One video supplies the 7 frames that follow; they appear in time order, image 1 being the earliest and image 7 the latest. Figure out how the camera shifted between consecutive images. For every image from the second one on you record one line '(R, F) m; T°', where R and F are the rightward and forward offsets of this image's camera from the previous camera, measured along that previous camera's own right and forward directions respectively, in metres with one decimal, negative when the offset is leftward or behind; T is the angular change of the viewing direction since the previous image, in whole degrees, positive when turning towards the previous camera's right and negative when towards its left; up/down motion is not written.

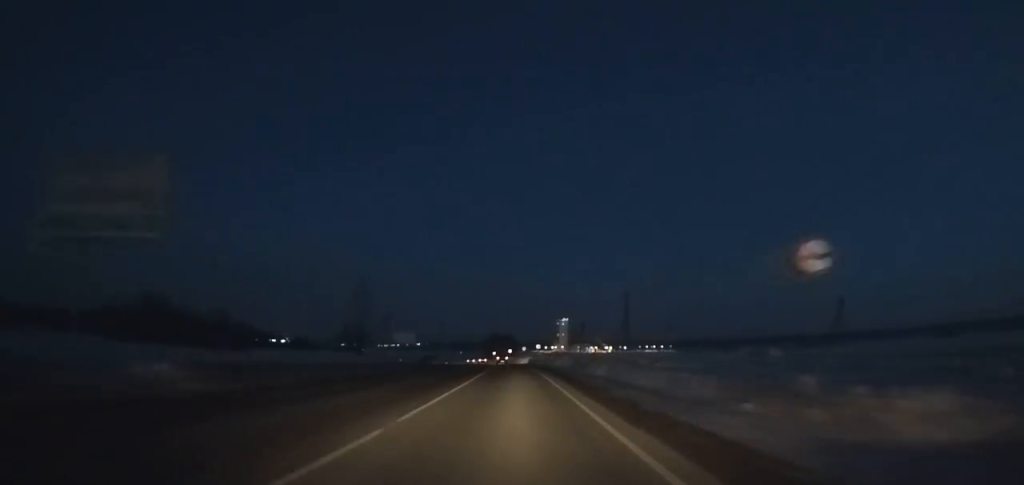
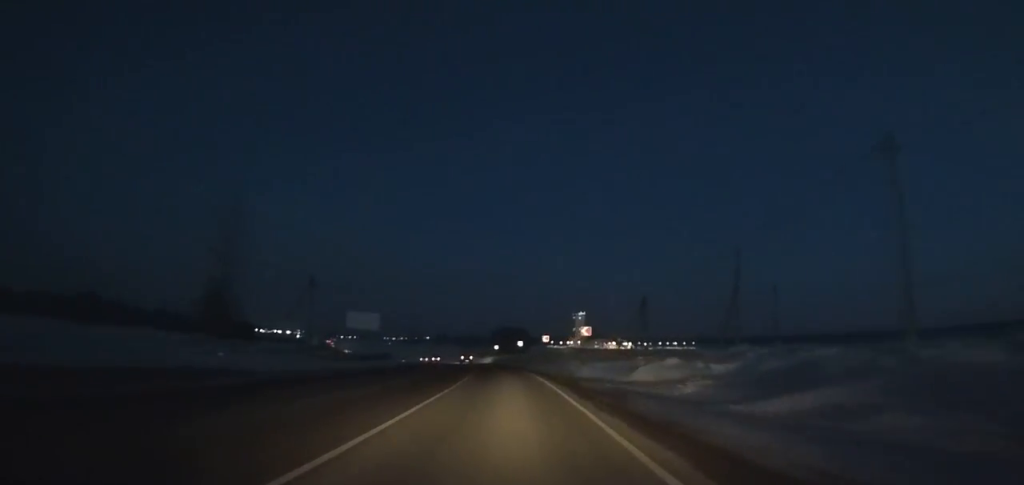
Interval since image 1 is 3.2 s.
(-0.7, +54.6) m; -4°
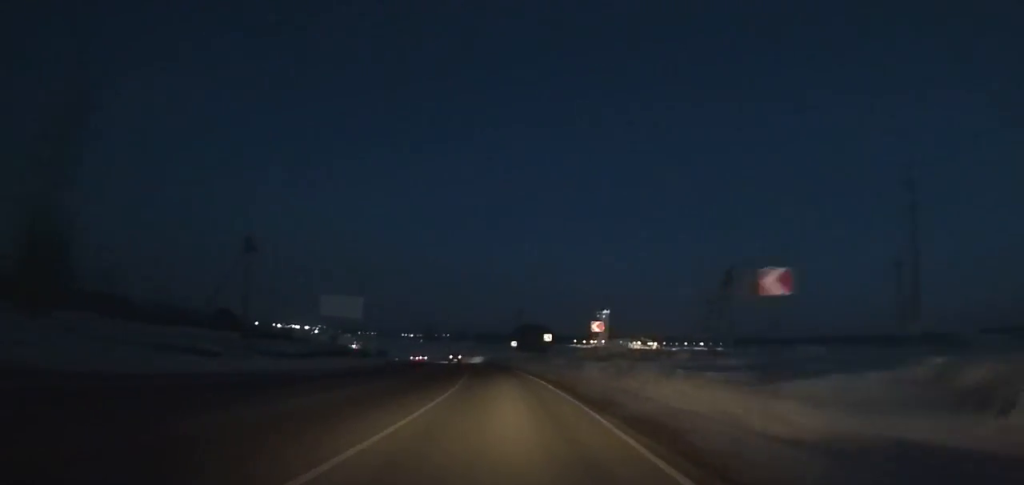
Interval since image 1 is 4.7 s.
(-0.4, +25.6) m; -3°
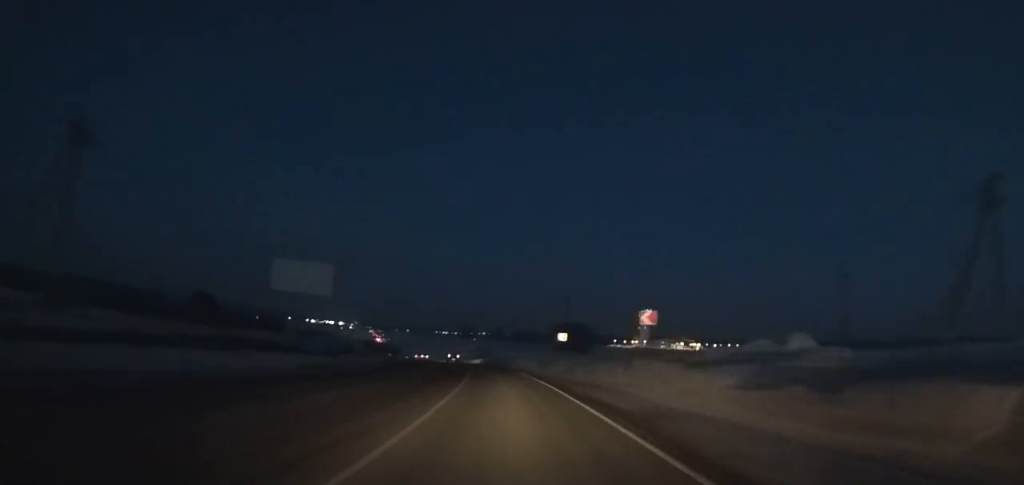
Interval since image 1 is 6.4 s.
(-0.8, +29.2) m; -4°
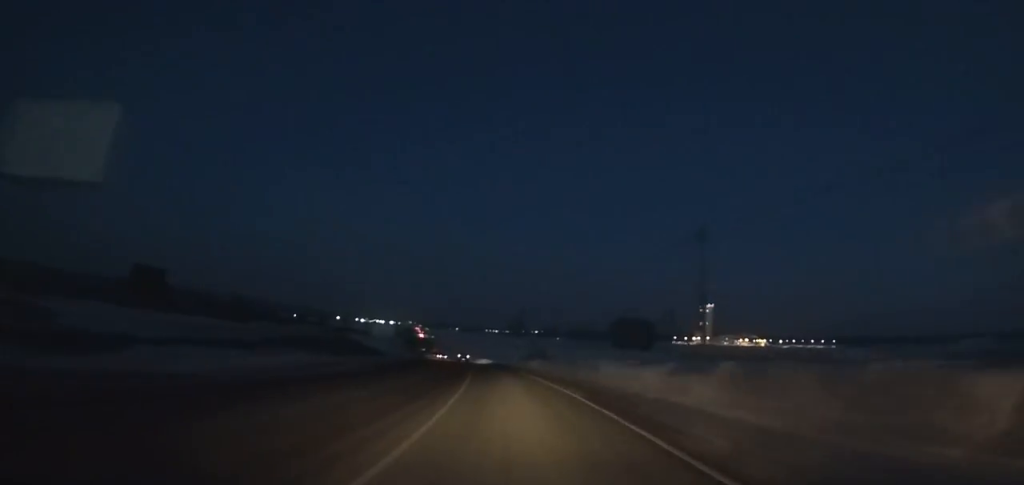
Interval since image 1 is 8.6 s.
(-2.0, +38.5) m; -5°
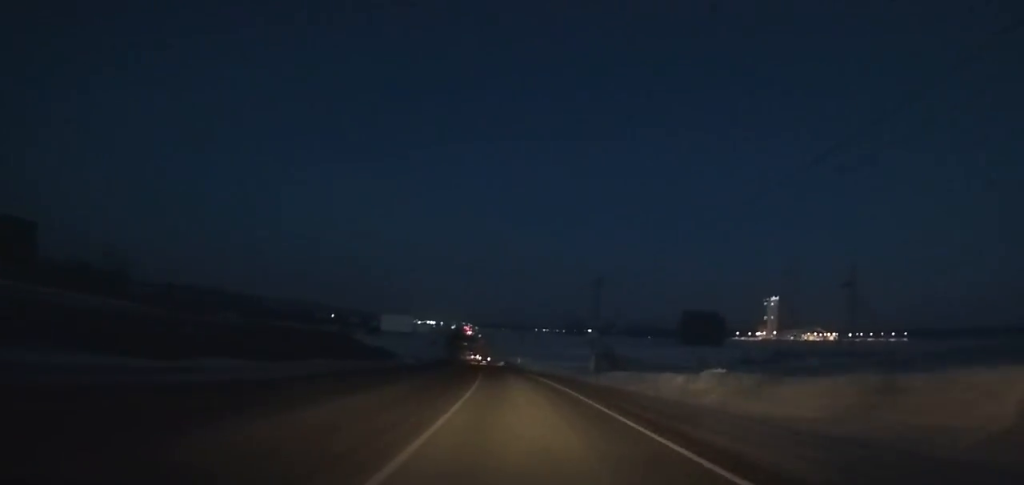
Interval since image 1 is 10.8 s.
(-1.5, +39.2) m; -4°
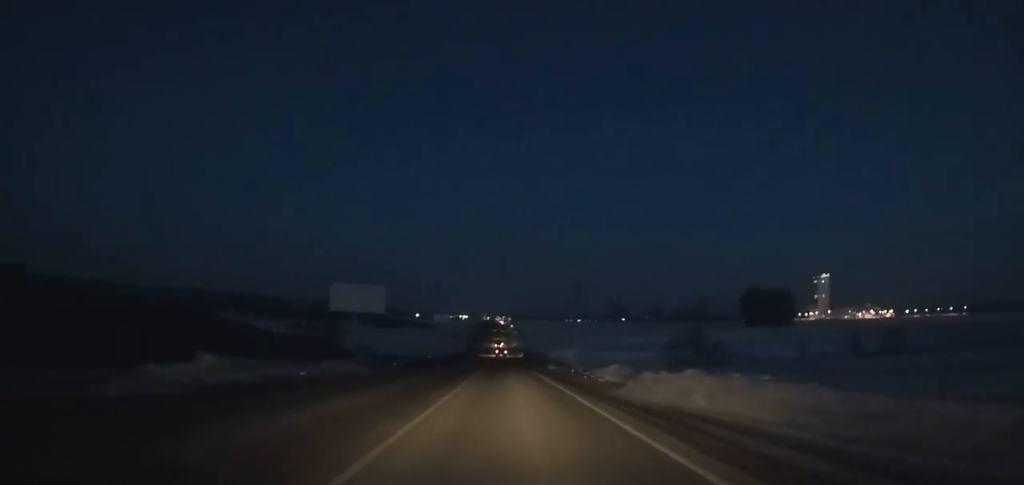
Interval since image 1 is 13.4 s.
(-1.5, +47.4) m; -3°
